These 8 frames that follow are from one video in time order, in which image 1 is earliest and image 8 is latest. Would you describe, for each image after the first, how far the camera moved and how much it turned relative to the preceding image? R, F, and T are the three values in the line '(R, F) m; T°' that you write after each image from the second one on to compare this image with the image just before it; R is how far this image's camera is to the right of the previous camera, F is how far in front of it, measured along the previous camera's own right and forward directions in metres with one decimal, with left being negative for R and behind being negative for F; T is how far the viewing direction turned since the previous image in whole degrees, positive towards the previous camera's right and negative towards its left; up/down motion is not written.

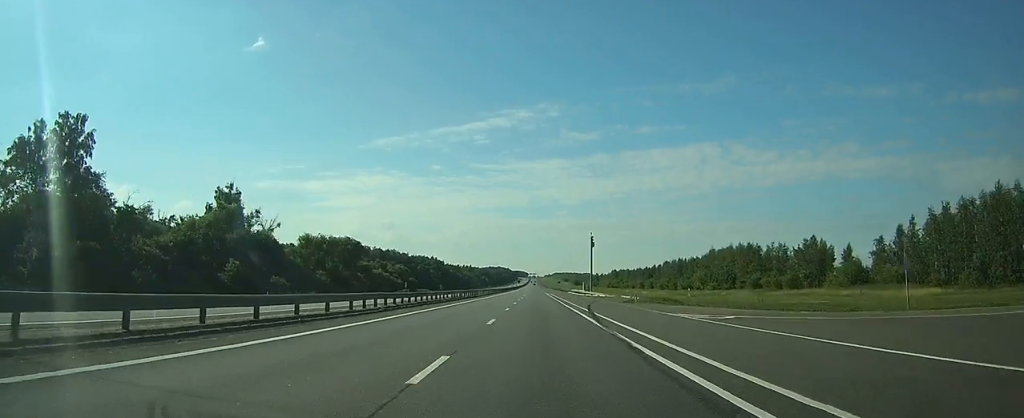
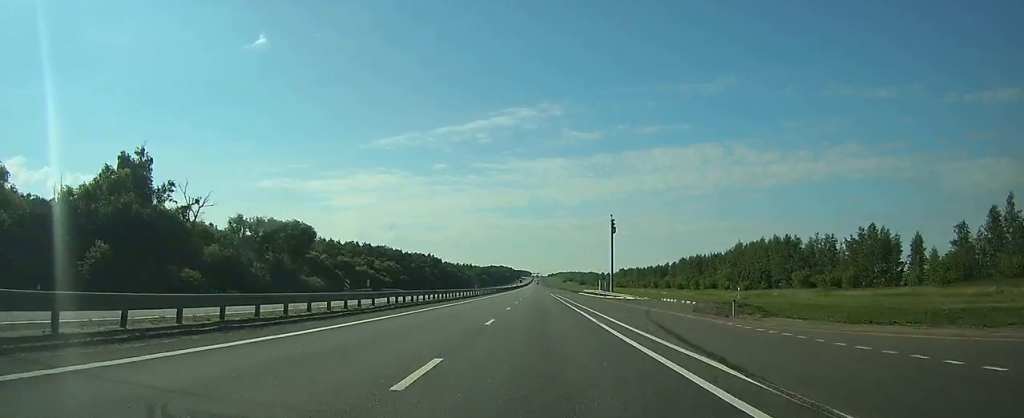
(+0.1, +25.1) m; 0°
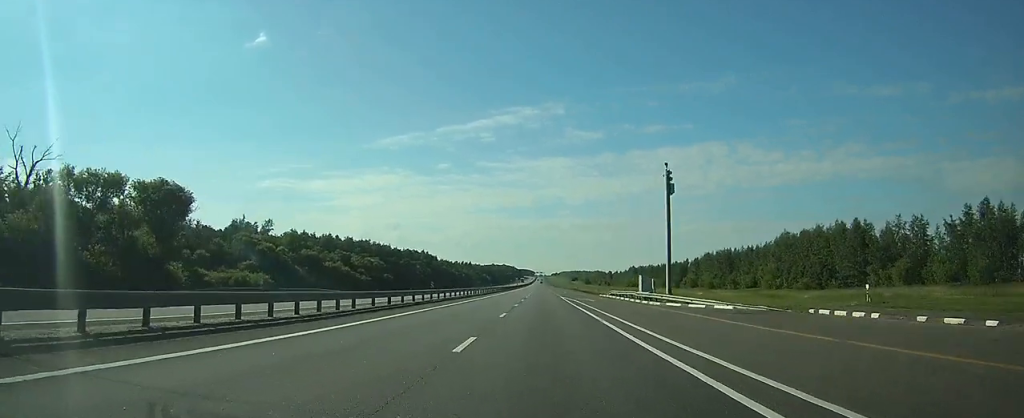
(0.0, +32.7) m; 0°
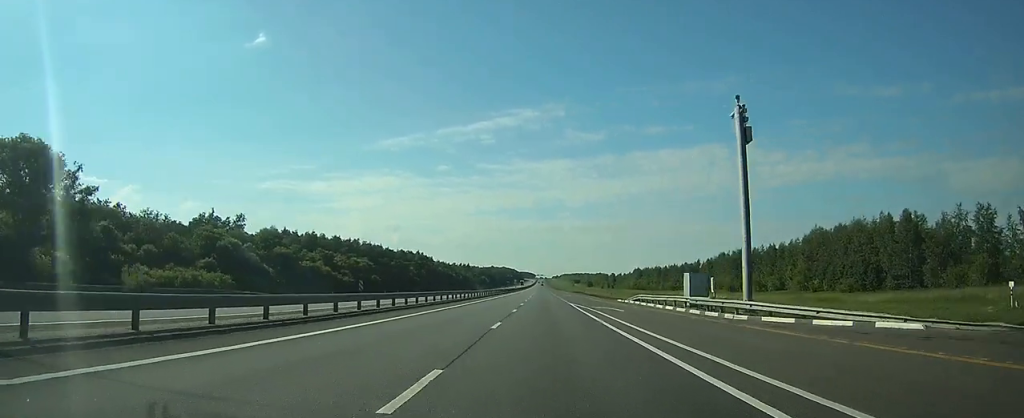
(0.0, +17.5) m; 0°
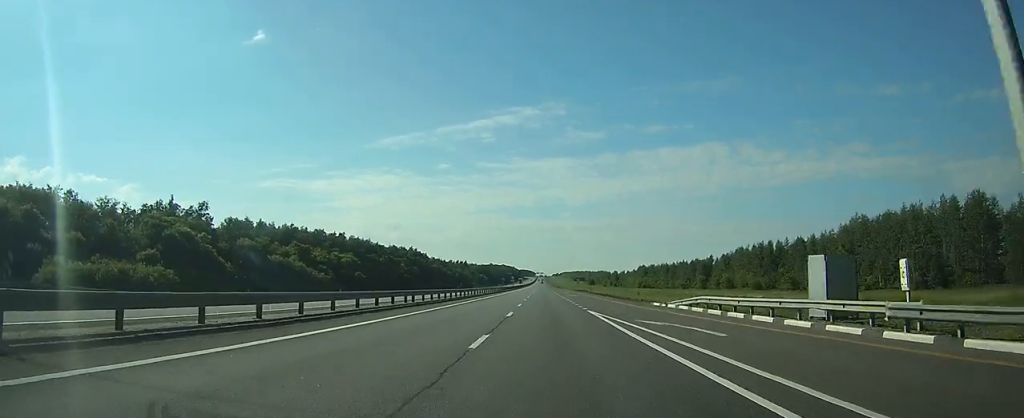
(0.0, +18.6) m; 0°
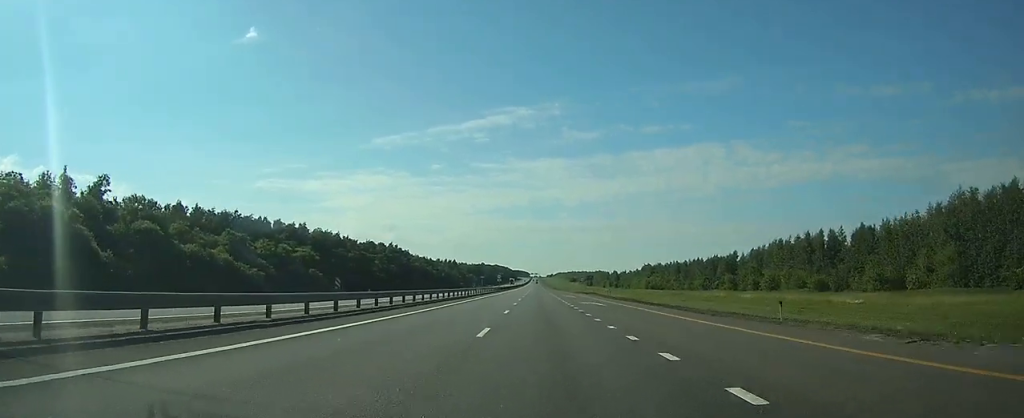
(0.0, +34.0) m; 0°
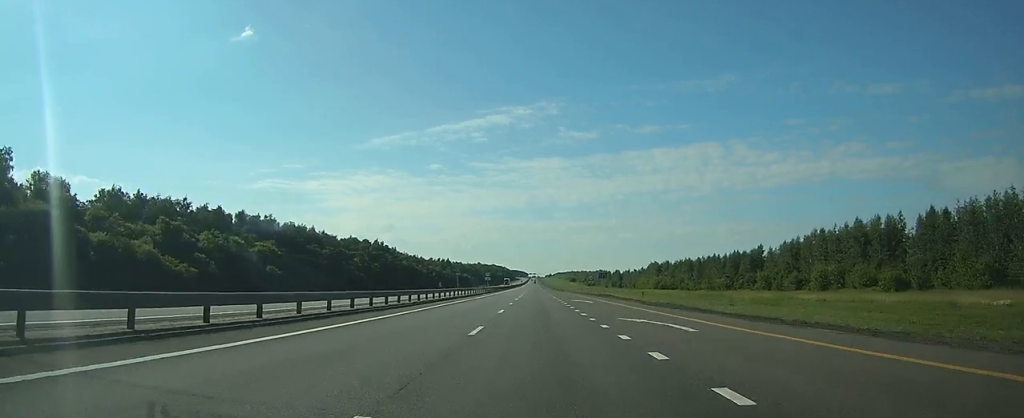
(0.0, +24.2) m; 0°
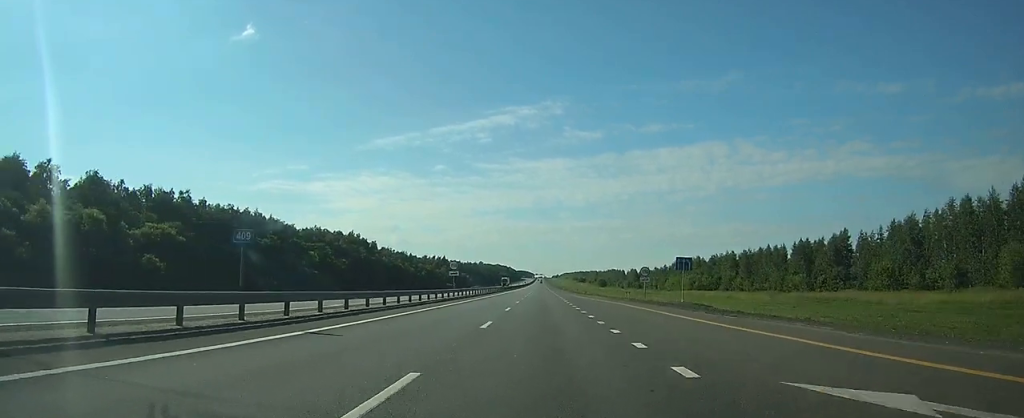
(+0.3, +46.2) m; 0°
